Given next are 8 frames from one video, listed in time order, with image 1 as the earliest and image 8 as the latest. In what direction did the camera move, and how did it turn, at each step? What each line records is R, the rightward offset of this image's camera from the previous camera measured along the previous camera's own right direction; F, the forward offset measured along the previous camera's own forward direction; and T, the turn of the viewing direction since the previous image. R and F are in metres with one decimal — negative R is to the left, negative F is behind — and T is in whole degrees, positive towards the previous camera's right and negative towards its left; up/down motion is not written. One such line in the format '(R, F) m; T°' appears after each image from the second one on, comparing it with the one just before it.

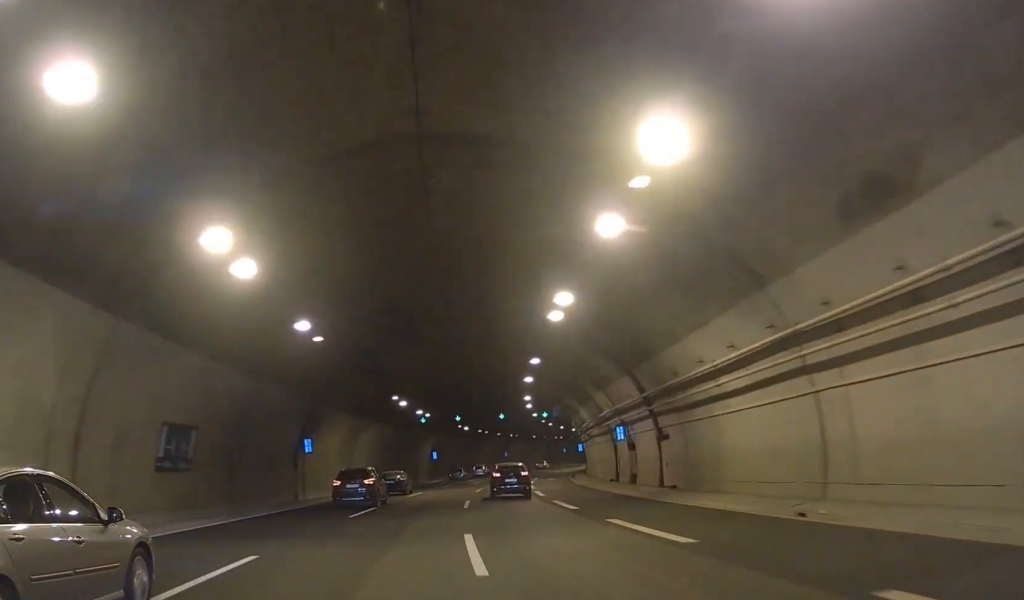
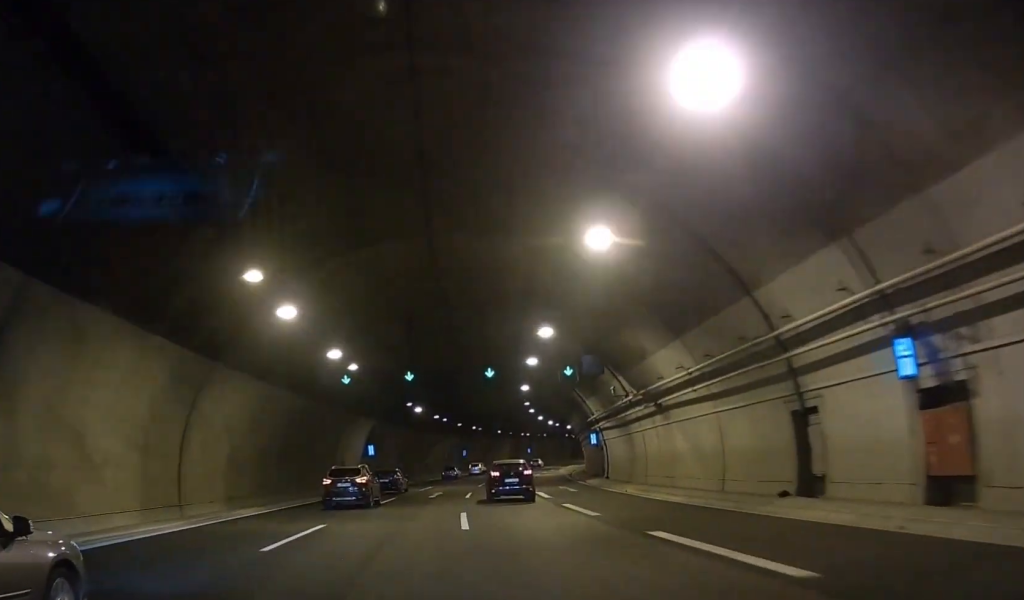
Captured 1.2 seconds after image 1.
(-0.1, +28.8) m; +1°
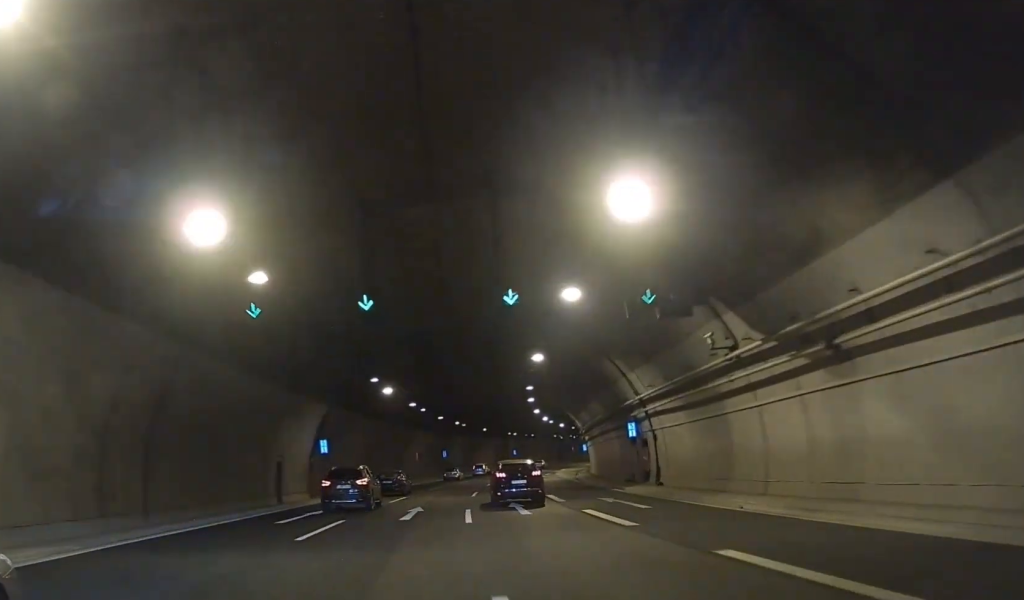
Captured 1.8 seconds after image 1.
(+0.2, +15.7) m; 0°
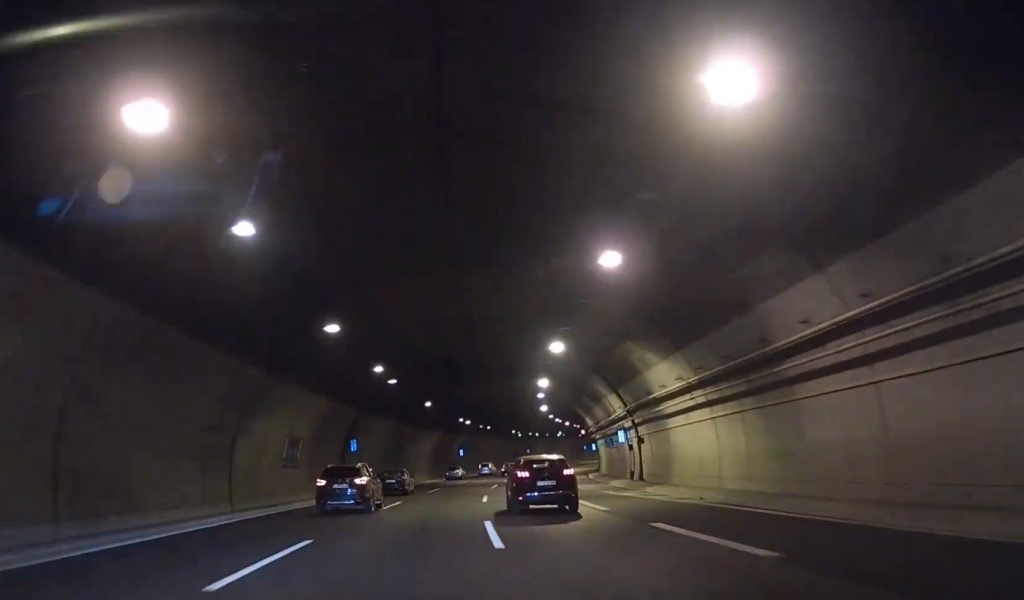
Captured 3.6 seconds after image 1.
(-0.5, +44.1) m; -1°
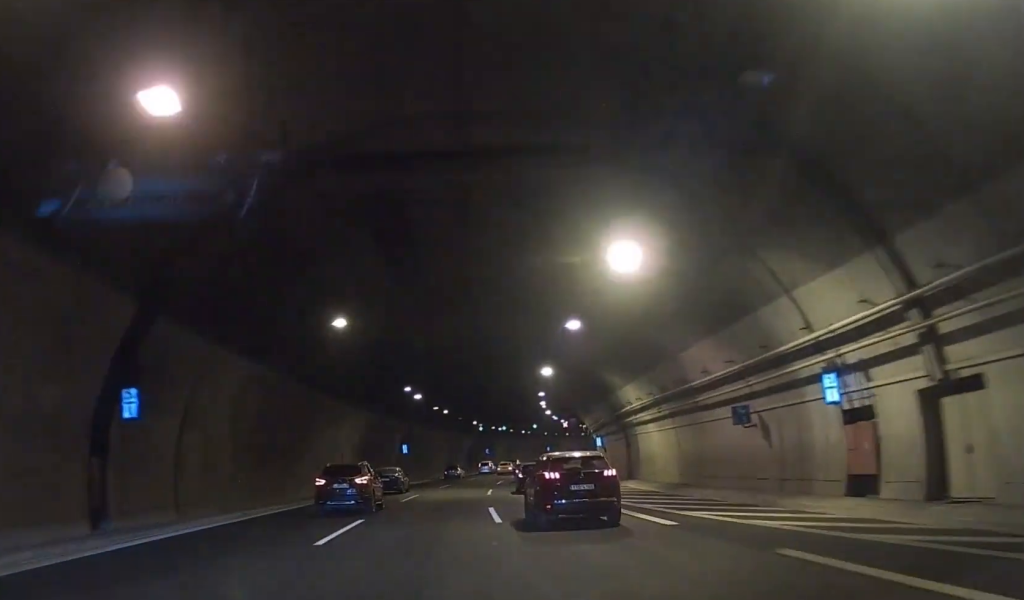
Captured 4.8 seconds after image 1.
(+0.3, +31.6) m; 0°
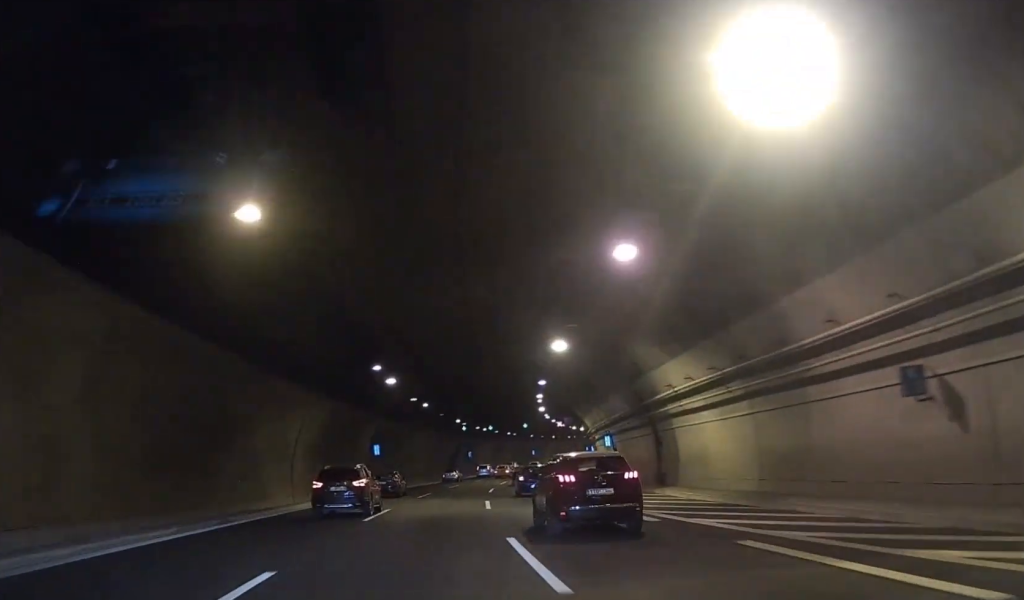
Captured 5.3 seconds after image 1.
(0.0, +10.8) m; 0°
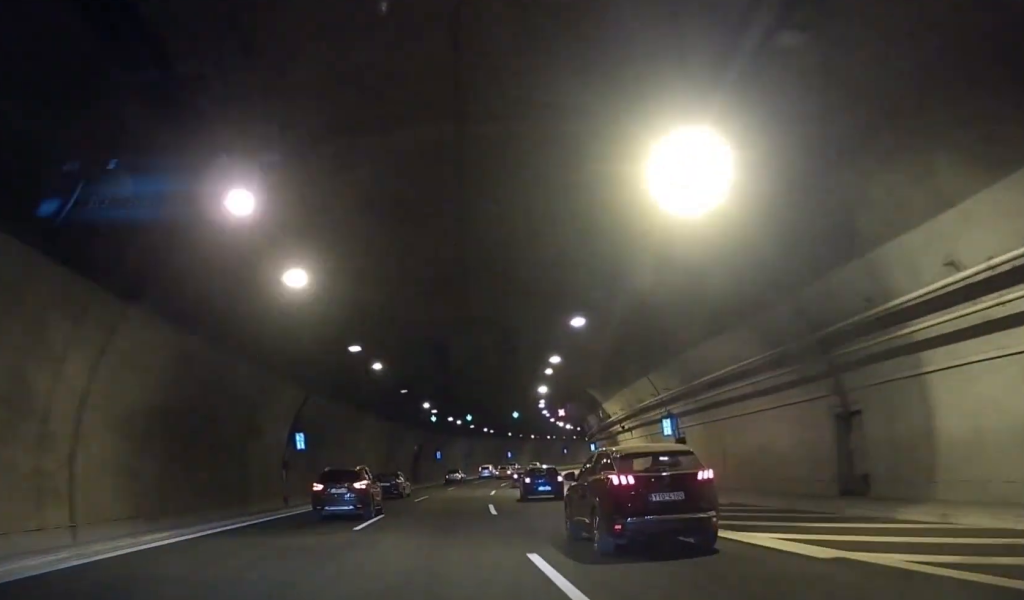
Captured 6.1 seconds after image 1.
(-0.1, +20.8) m; 0°
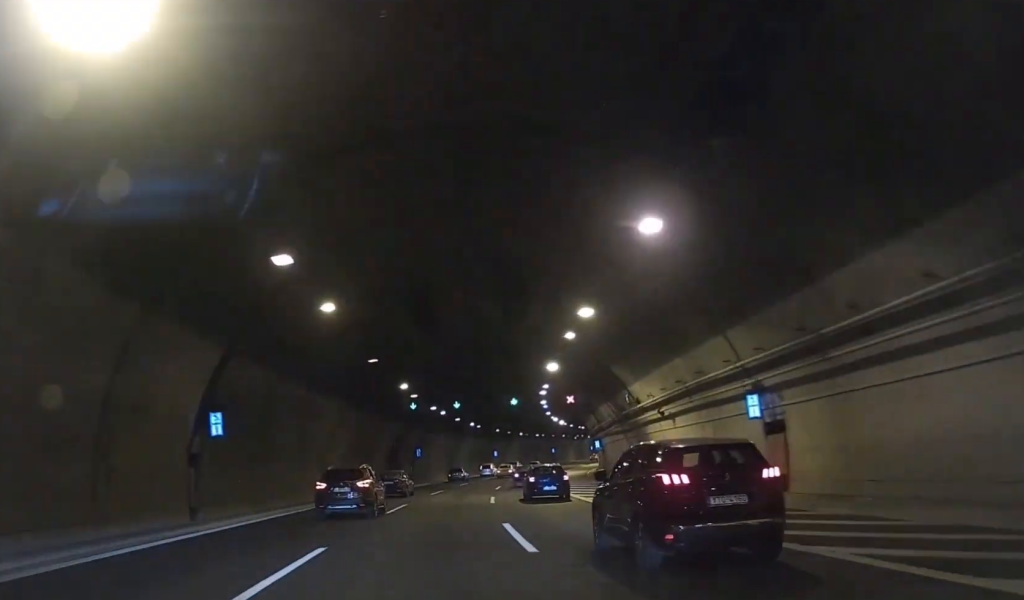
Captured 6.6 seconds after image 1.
(0.0, +11.6) m; +4°
